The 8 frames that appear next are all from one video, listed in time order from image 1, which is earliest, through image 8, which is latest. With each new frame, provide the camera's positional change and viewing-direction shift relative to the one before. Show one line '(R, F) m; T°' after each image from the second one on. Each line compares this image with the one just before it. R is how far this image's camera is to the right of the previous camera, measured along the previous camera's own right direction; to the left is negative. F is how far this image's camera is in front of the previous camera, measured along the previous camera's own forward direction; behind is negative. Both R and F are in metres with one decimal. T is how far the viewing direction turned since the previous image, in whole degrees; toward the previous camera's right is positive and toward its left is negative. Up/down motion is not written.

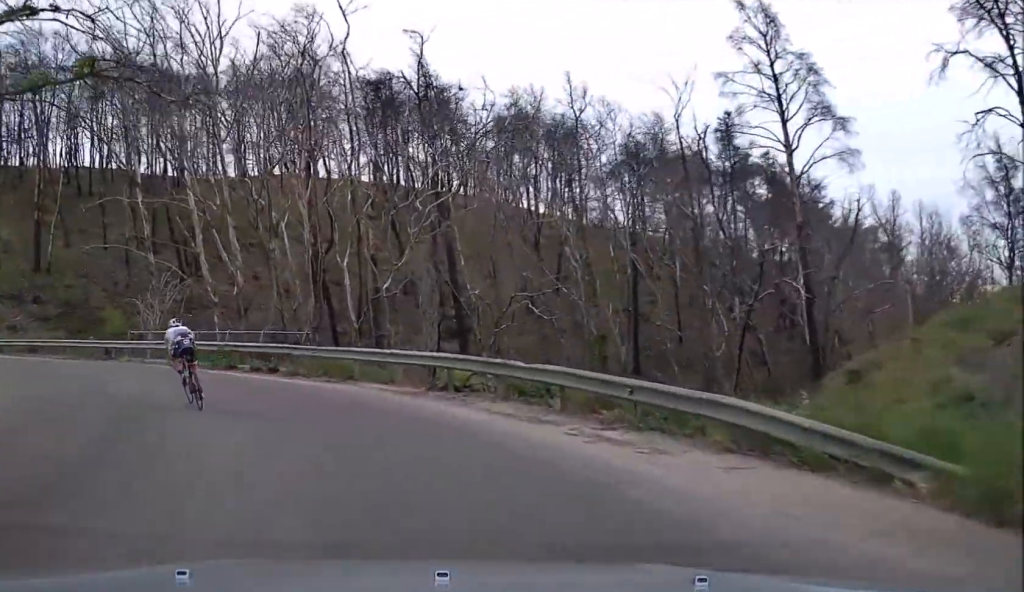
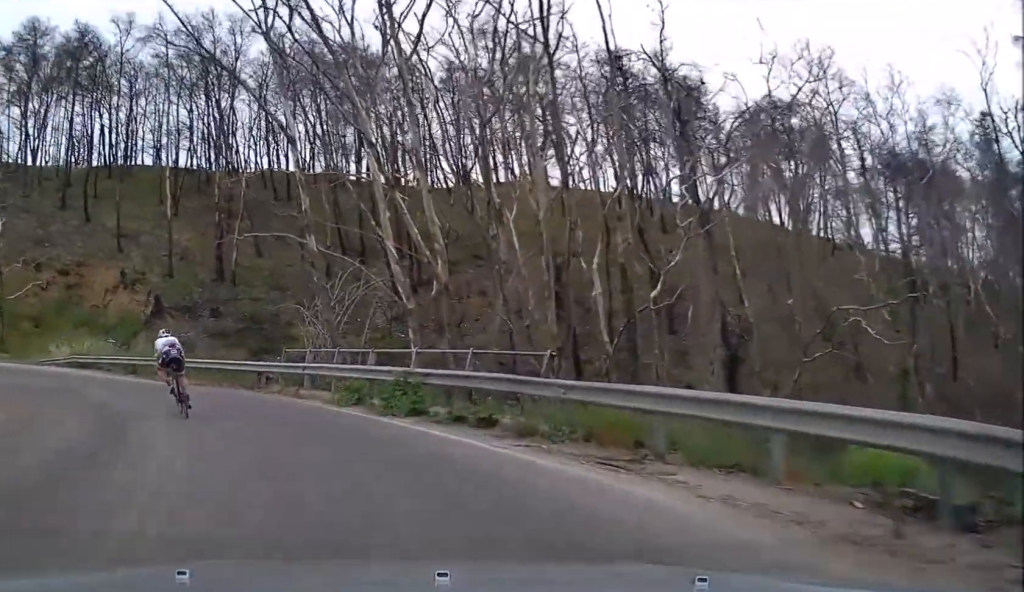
(-1.2, +10.3) m; -18°
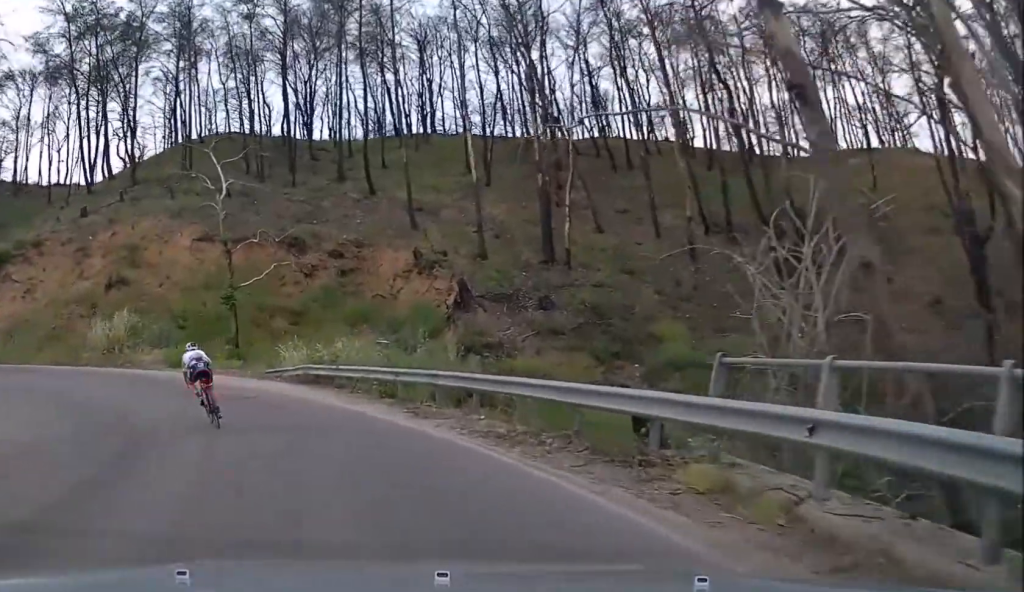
(-3.8, +14.6) m; -25°
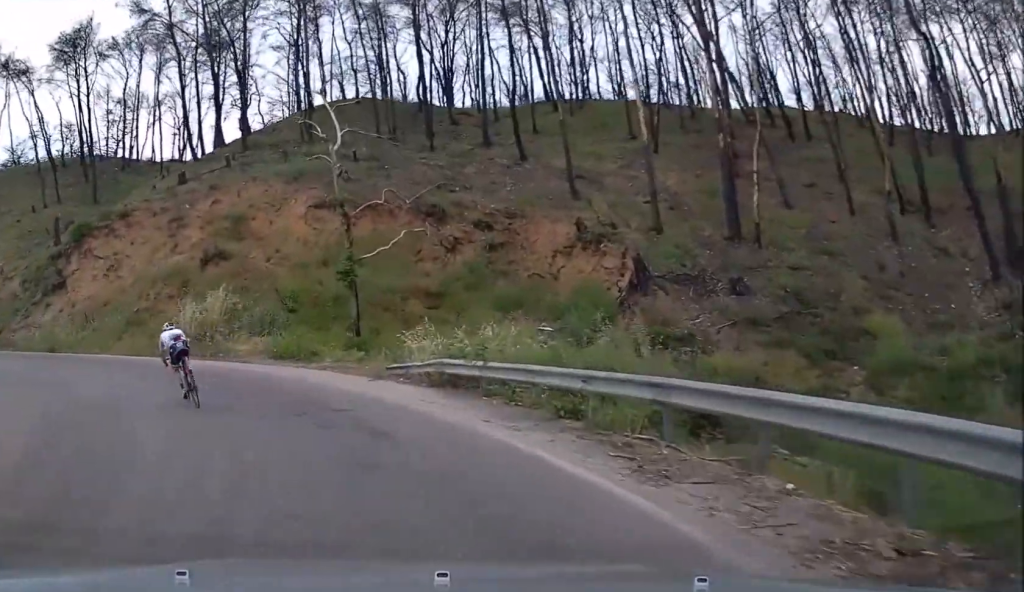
(-0.7, +7.2) m; -12°
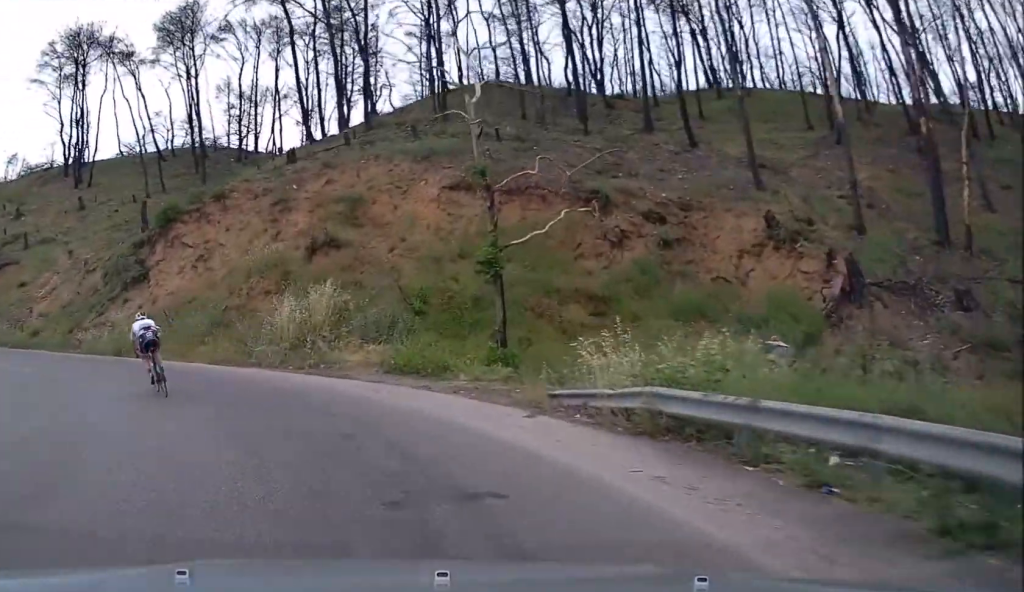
(-0.4, +6.5) m; -12°
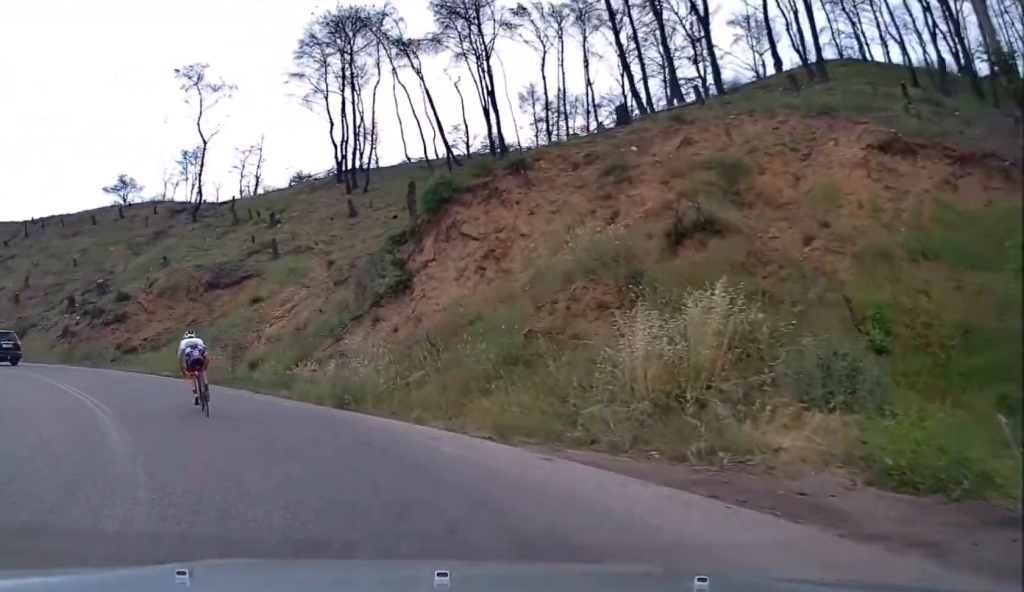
(-2.5, +11.1) m; -25°
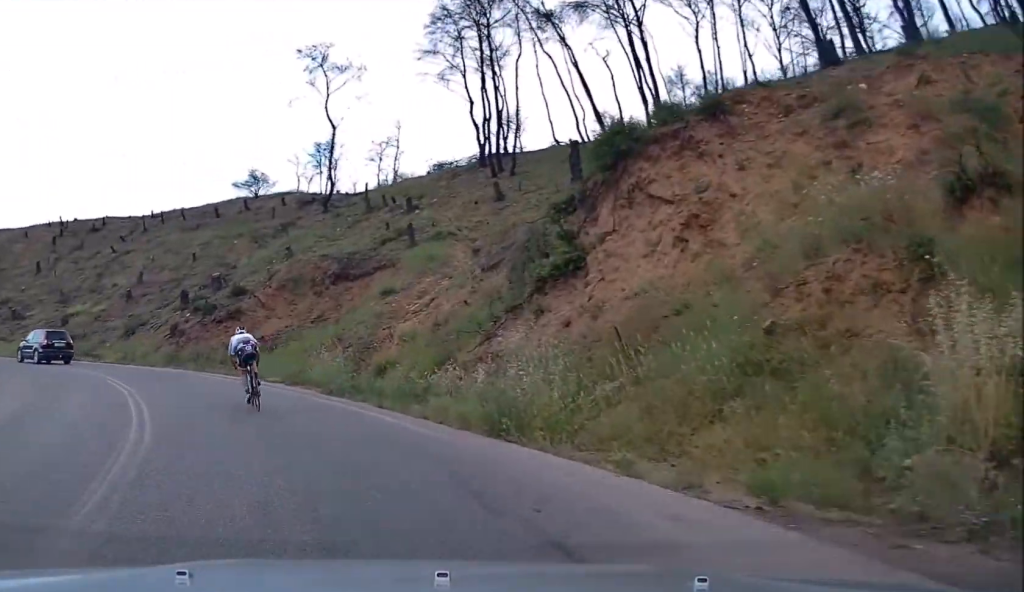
(-0.8, +5.3) m; -10°
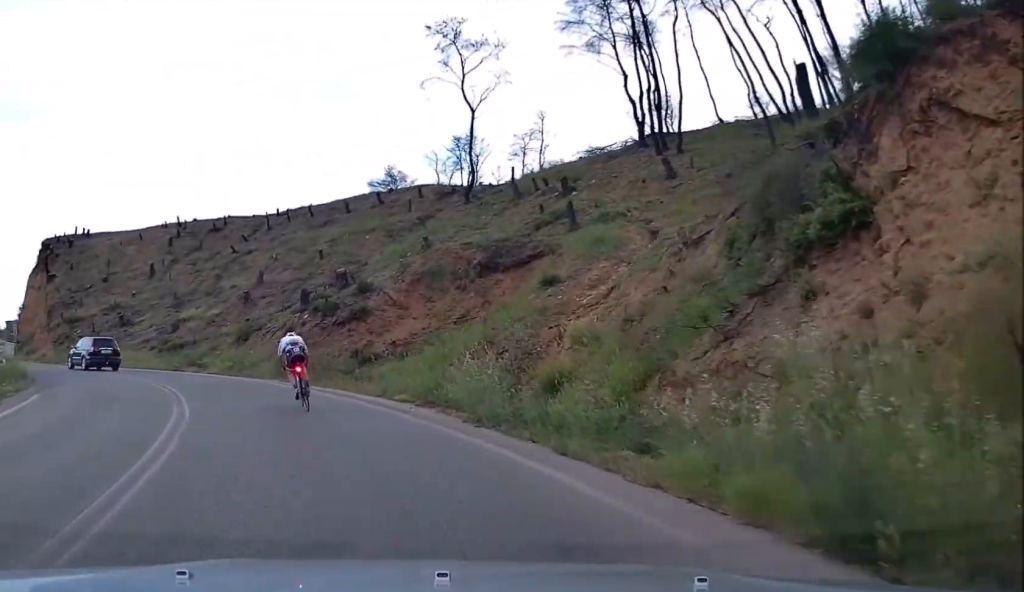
(-0.6, +6.2) m; -10°
